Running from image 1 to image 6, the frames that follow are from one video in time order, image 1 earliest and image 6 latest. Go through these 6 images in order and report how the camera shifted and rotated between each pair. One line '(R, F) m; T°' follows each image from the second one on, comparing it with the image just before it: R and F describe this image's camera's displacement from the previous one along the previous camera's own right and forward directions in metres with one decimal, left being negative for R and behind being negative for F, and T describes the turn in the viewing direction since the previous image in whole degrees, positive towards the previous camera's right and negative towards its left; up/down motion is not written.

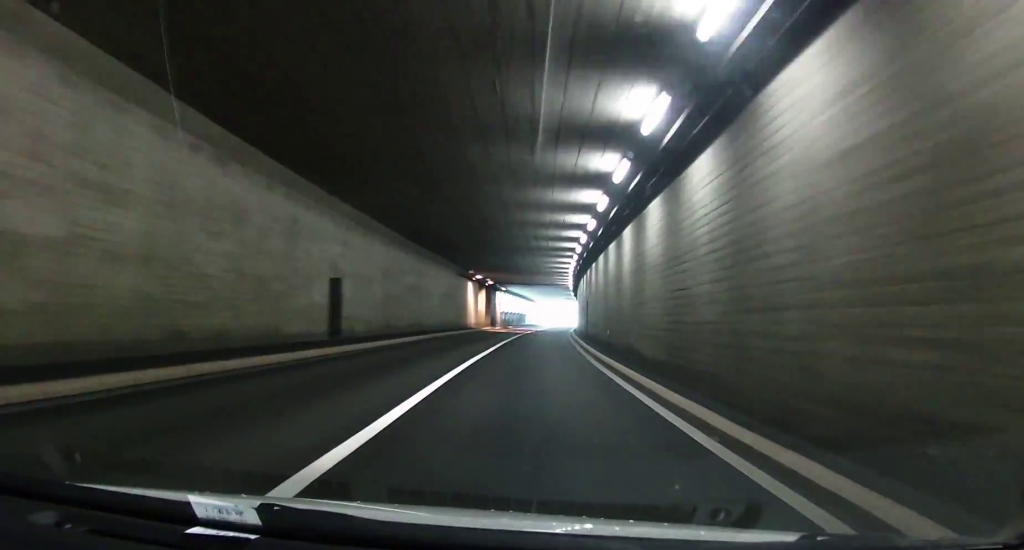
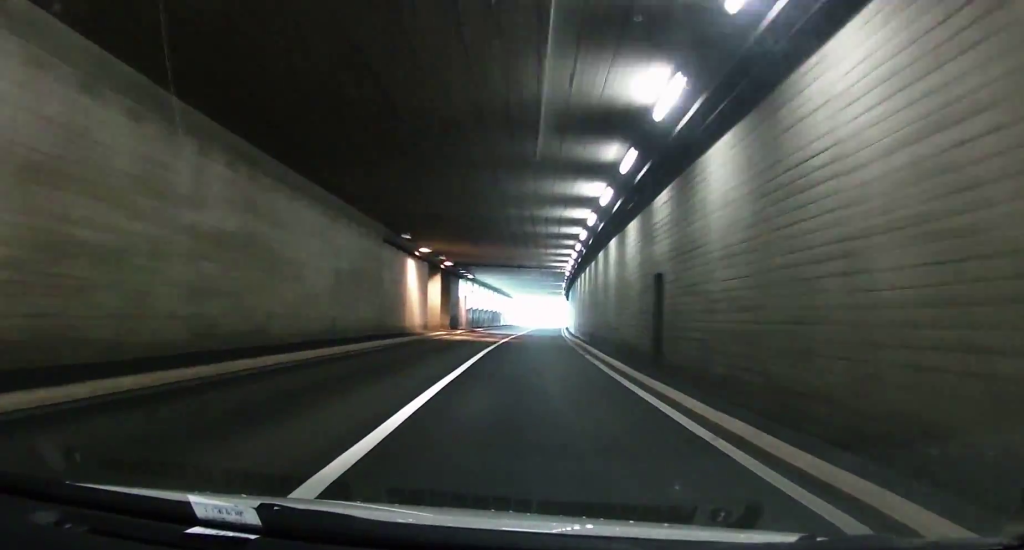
(-0.3, +22.7) m; -1°
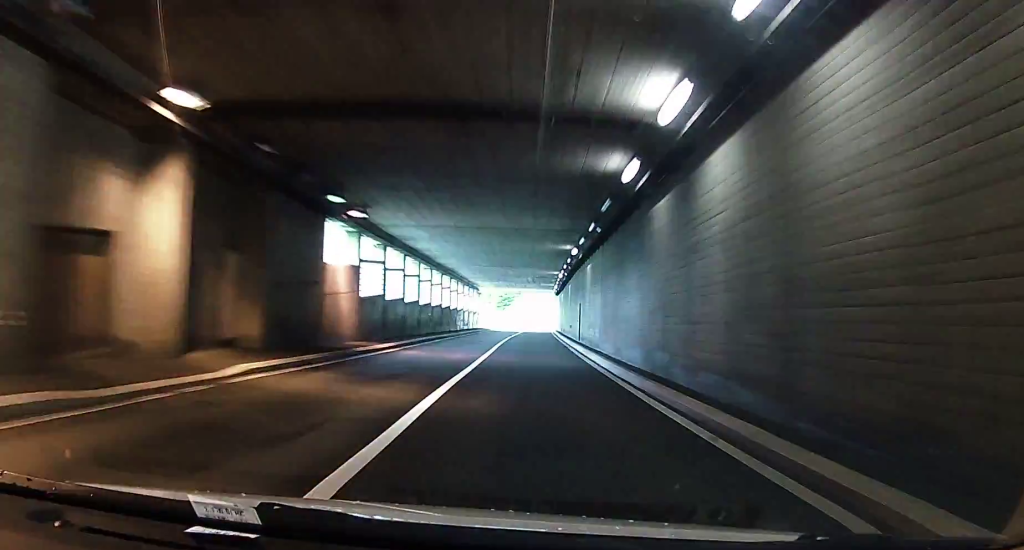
(-0.1, +34.1) m; 0°
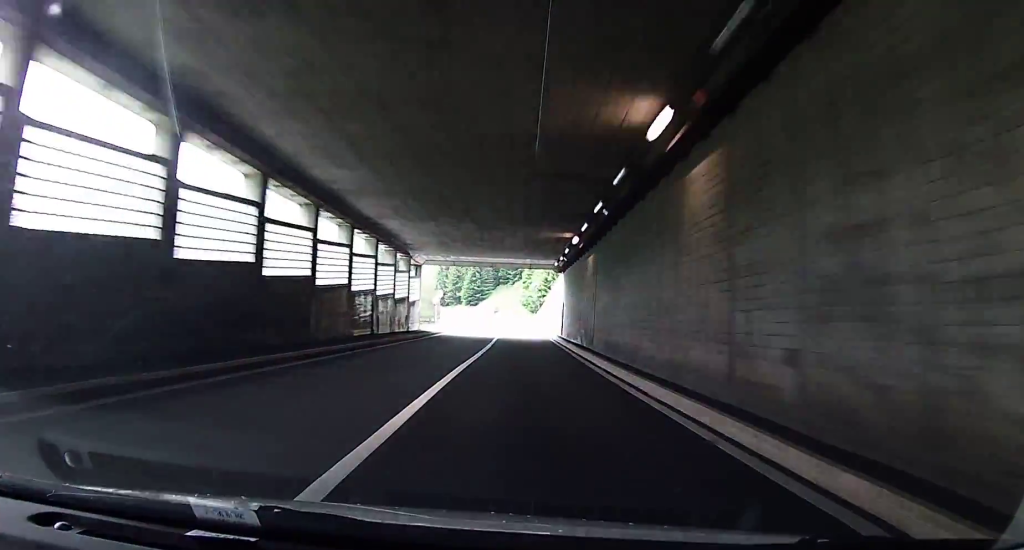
(+0.2, +38.3) m; +1°
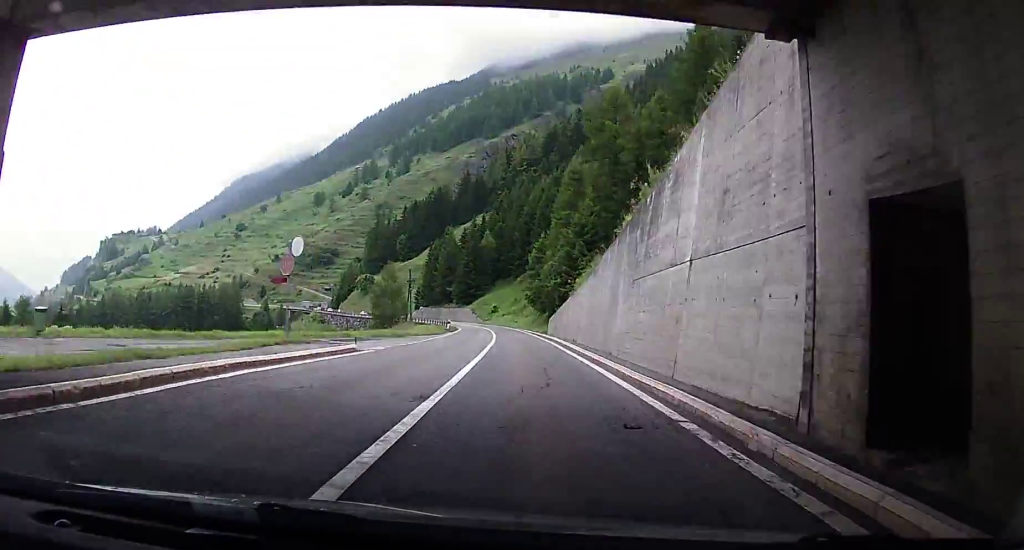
(-0.1, +42.2) m; -6°
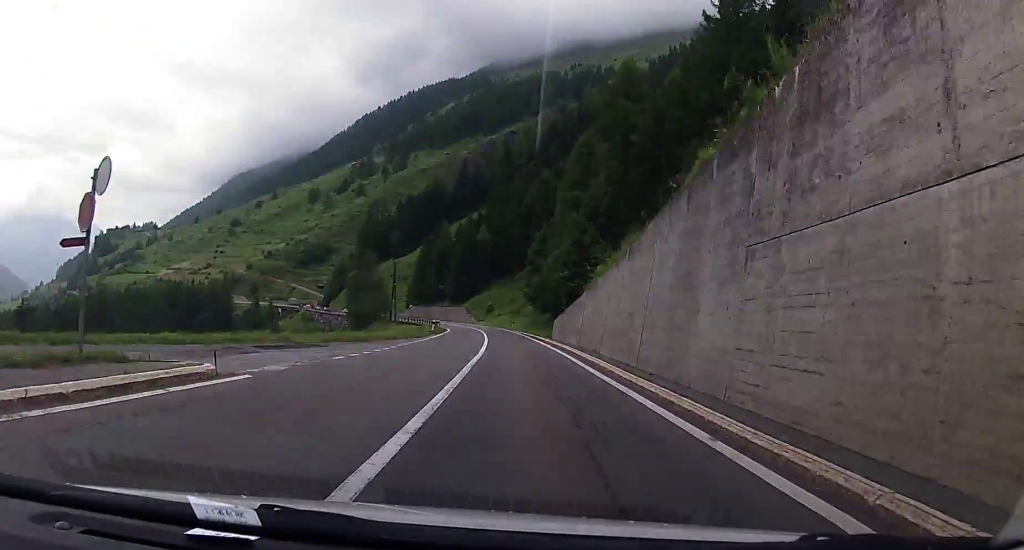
(+1.1, +11.6) m; -11°
